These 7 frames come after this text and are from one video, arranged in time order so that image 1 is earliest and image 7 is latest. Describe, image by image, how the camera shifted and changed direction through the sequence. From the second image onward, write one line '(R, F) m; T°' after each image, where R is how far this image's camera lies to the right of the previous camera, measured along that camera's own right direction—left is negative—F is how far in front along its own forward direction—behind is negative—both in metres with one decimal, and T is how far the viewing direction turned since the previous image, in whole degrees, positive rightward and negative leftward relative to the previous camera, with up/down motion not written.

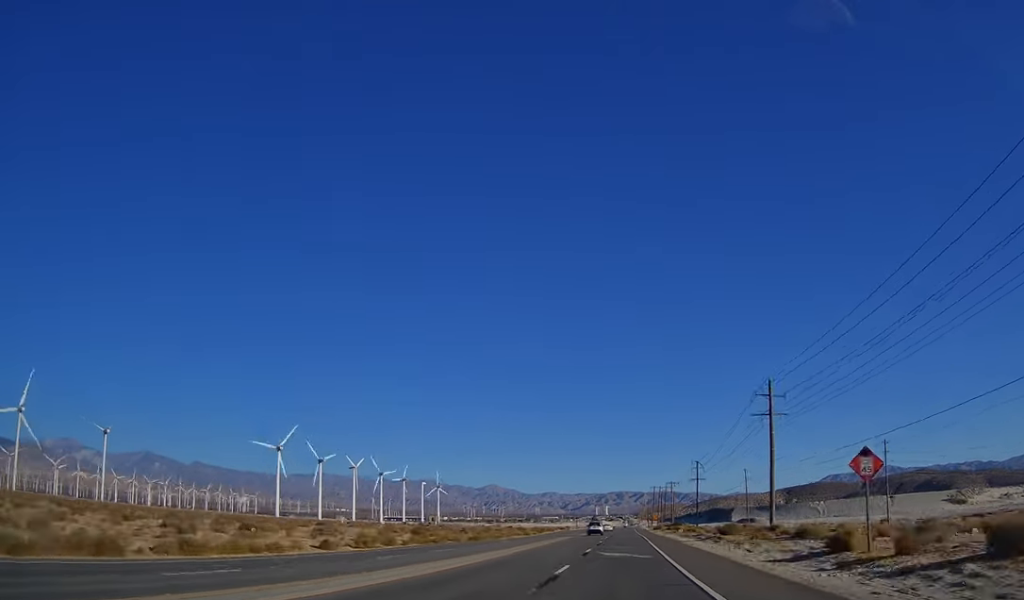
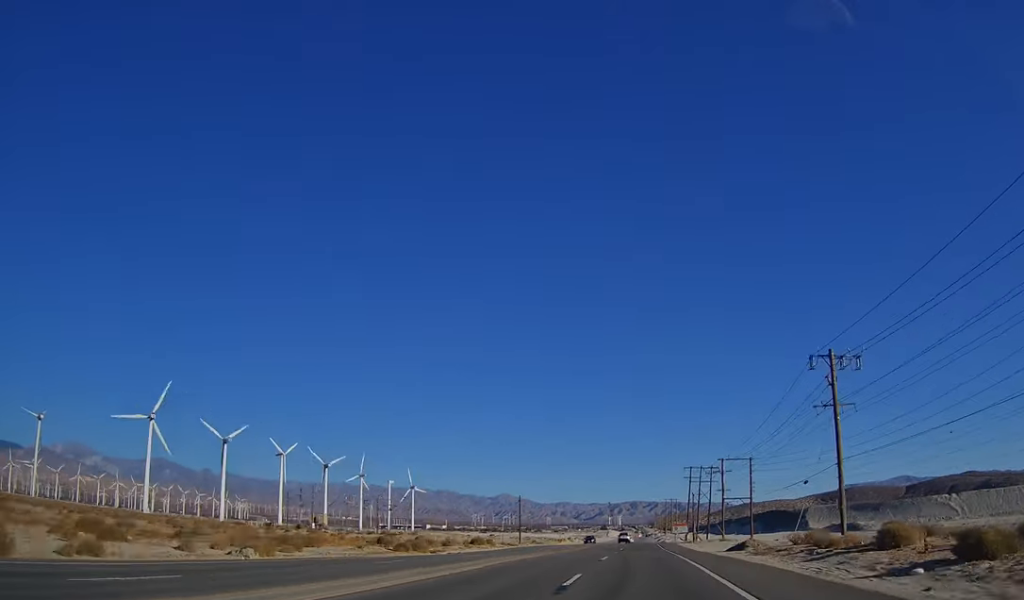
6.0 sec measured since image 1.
(-1.6, +151.1) m; -1°
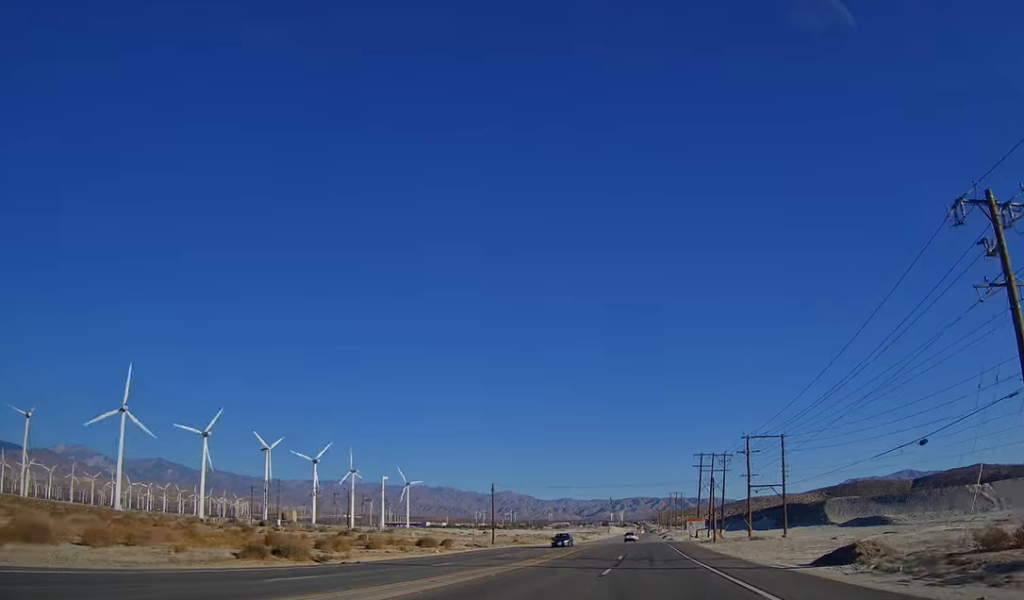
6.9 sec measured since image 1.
(+0.2, +22.1) m; 0°
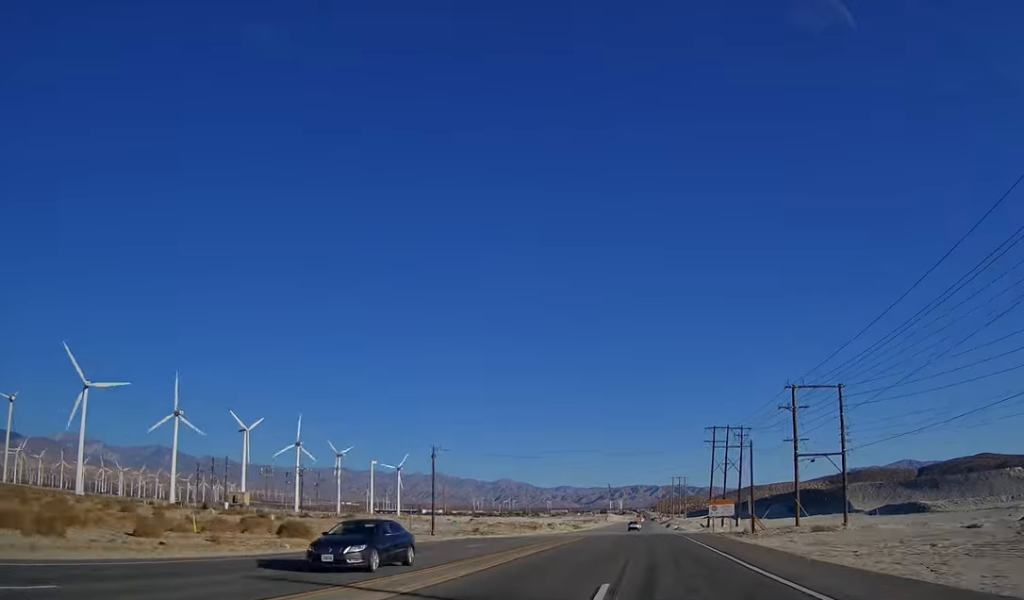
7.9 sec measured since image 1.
(-0.3, +25.7) m; 0°
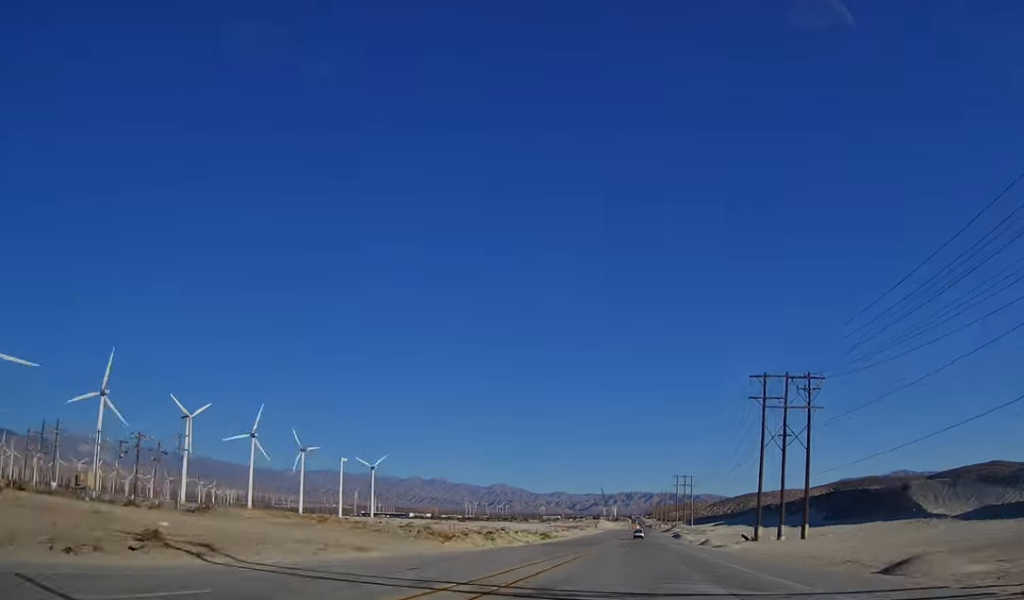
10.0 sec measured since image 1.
(-0.7, +55.2) m; 0°
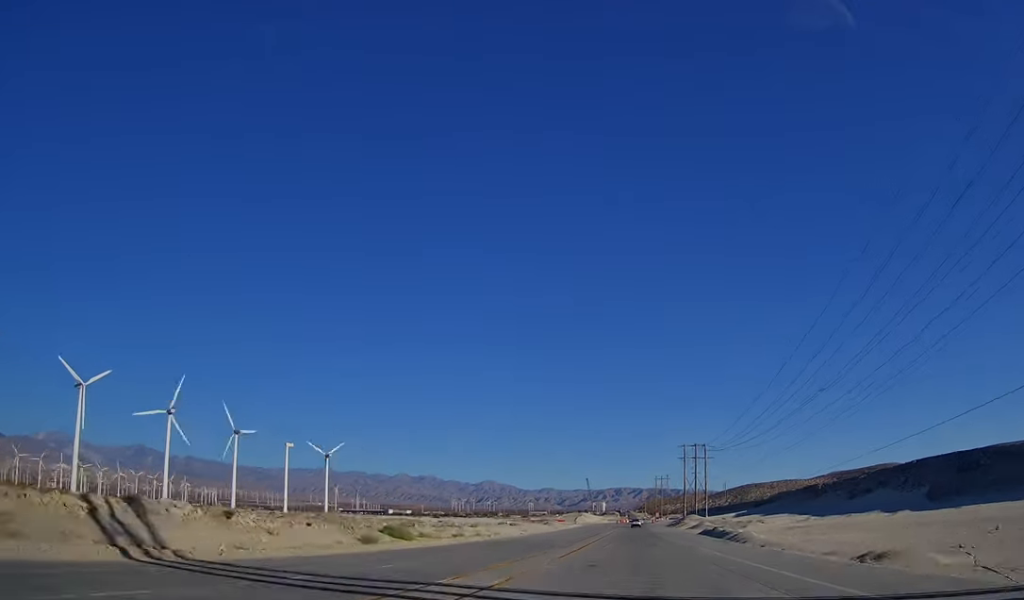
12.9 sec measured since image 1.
(+1.0, +76.1) m; +2°
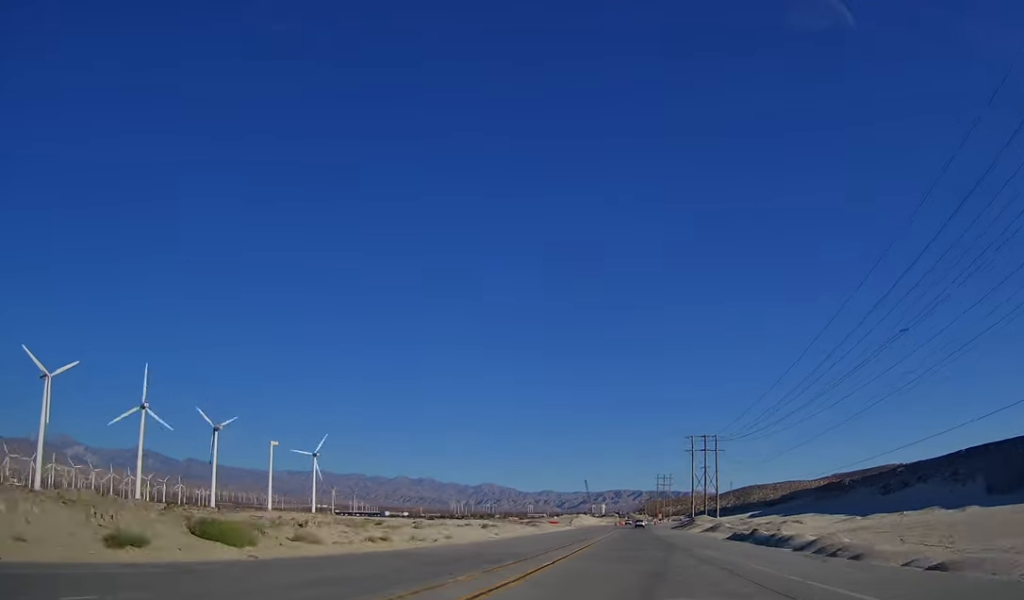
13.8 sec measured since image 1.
(+0.3, +22.2) m; 0°
